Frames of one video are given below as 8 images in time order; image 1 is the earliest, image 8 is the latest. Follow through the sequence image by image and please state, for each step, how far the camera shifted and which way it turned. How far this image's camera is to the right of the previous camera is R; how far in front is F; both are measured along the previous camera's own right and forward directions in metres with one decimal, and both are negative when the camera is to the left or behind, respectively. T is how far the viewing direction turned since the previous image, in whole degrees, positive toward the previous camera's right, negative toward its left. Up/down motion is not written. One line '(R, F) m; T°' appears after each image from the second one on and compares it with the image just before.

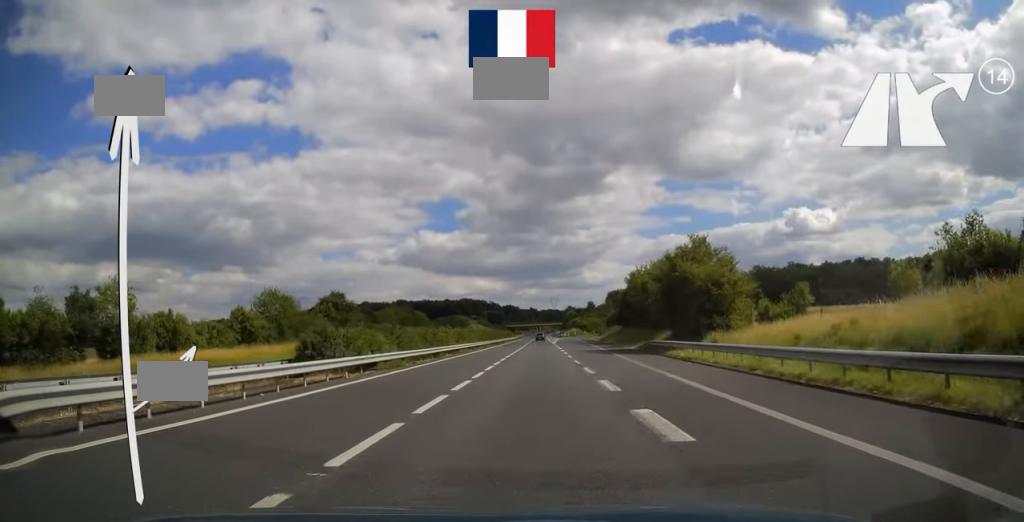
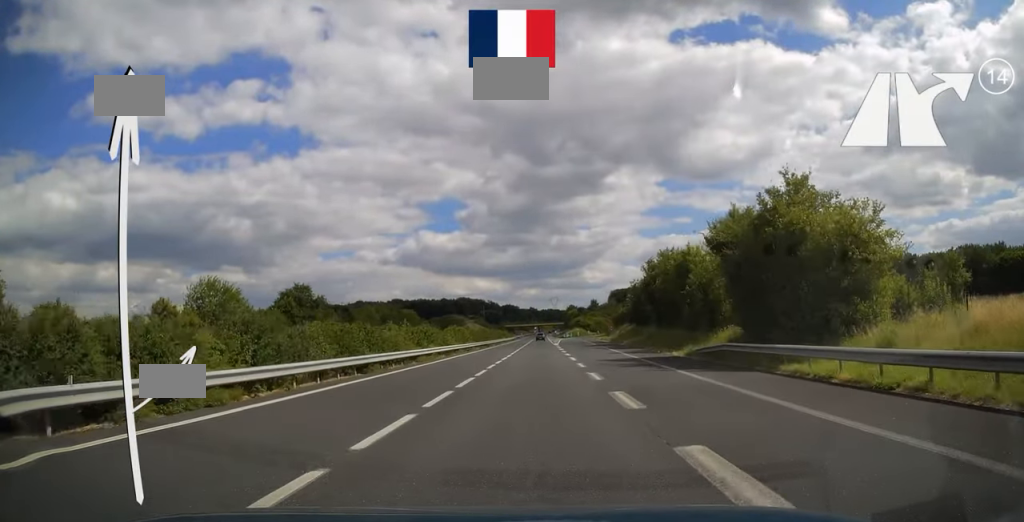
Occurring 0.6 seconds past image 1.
(+0.1, +16.8) m; 0°
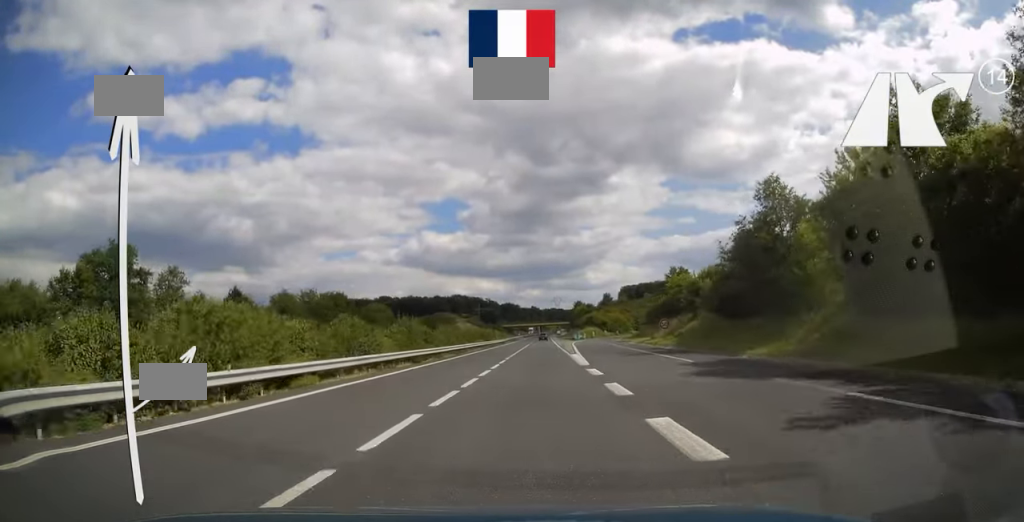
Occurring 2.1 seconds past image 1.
(-0.2, +44.3) m; 0°
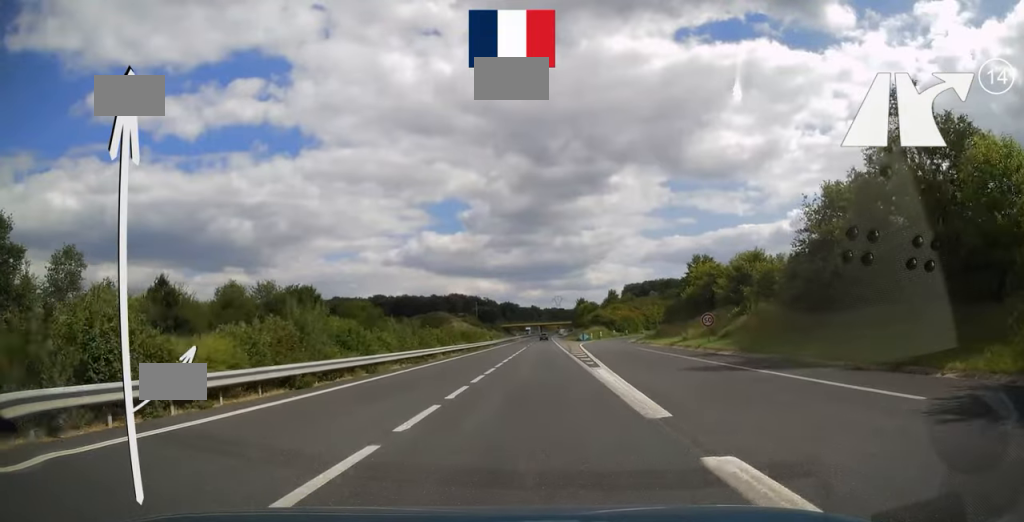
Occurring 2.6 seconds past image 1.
(0.0, +16.2) m; 0°
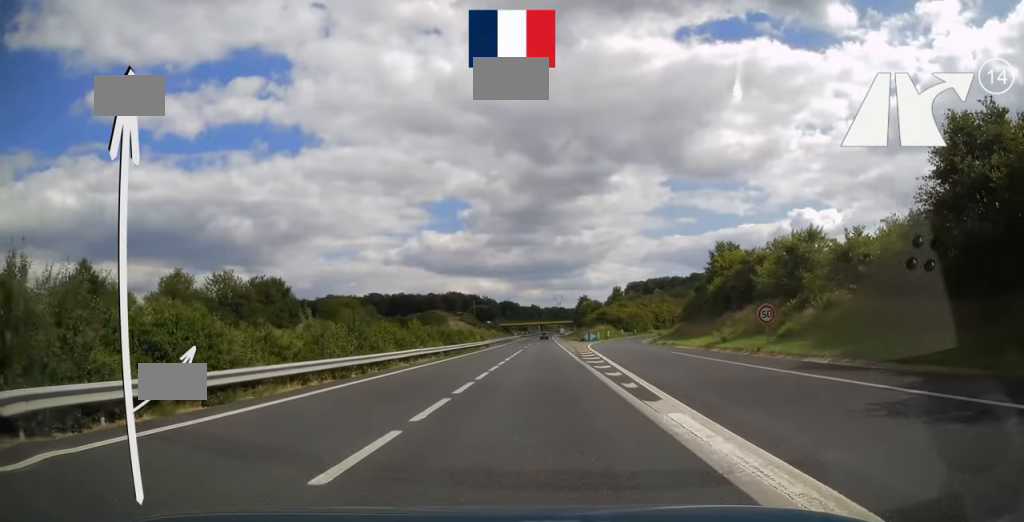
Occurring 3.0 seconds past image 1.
(0.0, +12.3) m; 0°
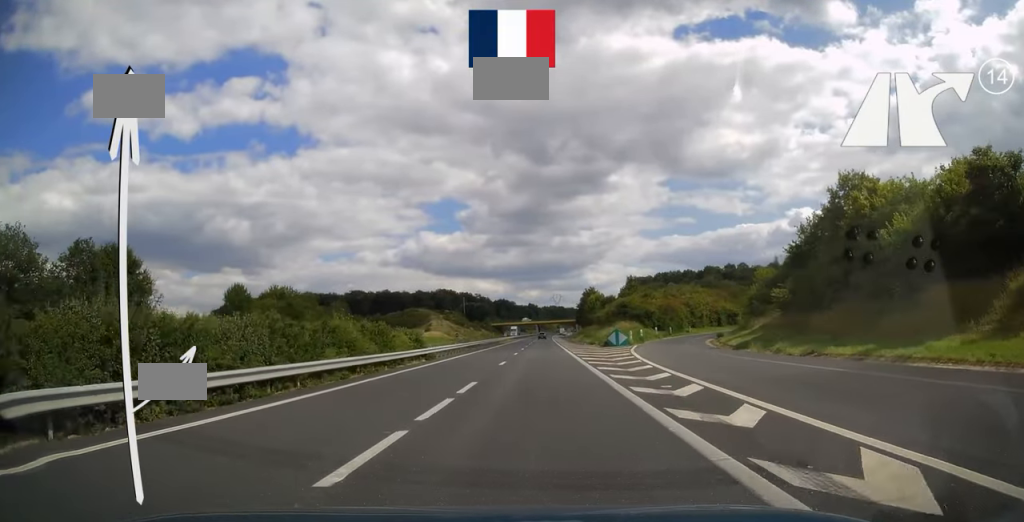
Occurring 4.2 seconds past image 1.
(+0.1, +35.3) m; 0°
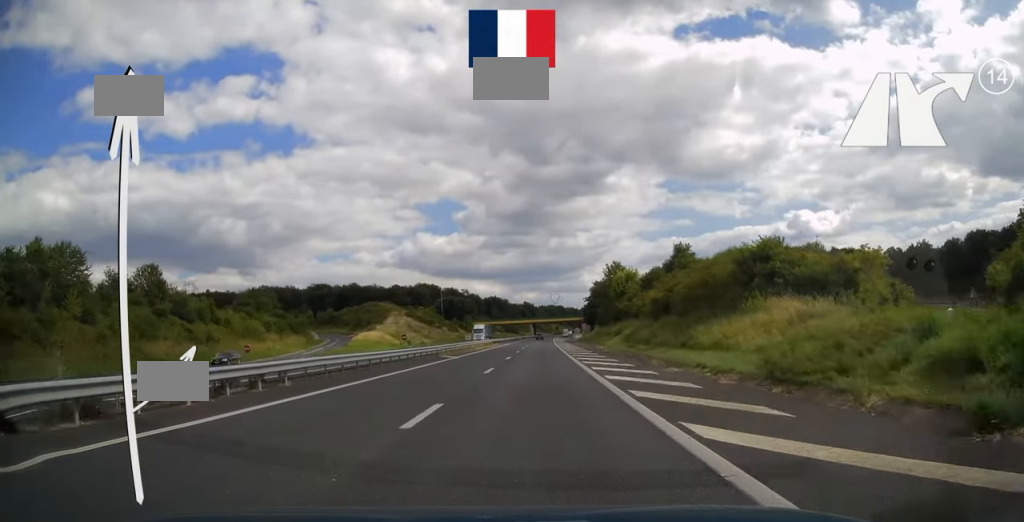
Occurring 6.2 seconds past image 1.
(0.0, +58.3) m; 0°
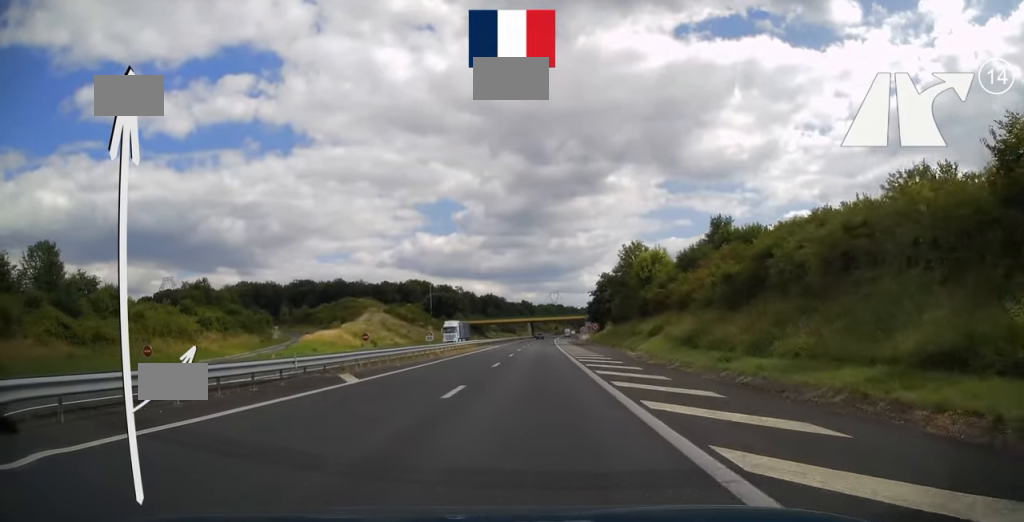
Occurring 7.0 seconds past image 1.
(+0.2, +22.1) m; 0°
